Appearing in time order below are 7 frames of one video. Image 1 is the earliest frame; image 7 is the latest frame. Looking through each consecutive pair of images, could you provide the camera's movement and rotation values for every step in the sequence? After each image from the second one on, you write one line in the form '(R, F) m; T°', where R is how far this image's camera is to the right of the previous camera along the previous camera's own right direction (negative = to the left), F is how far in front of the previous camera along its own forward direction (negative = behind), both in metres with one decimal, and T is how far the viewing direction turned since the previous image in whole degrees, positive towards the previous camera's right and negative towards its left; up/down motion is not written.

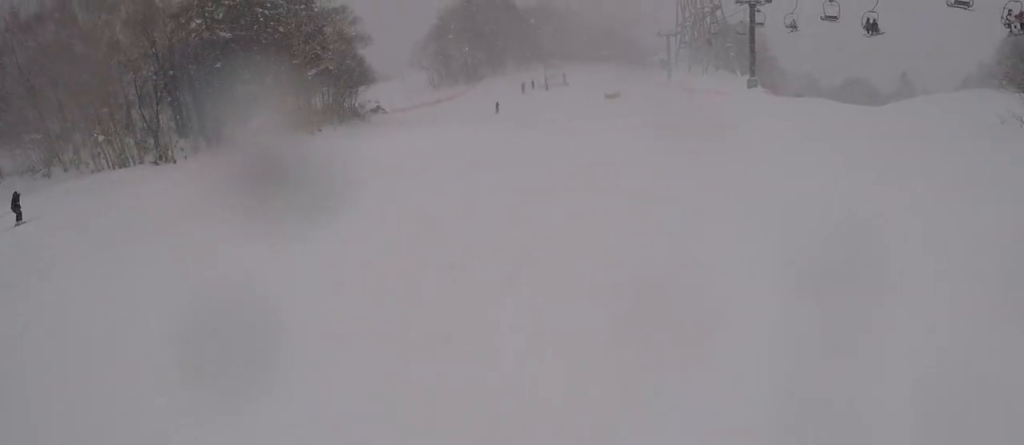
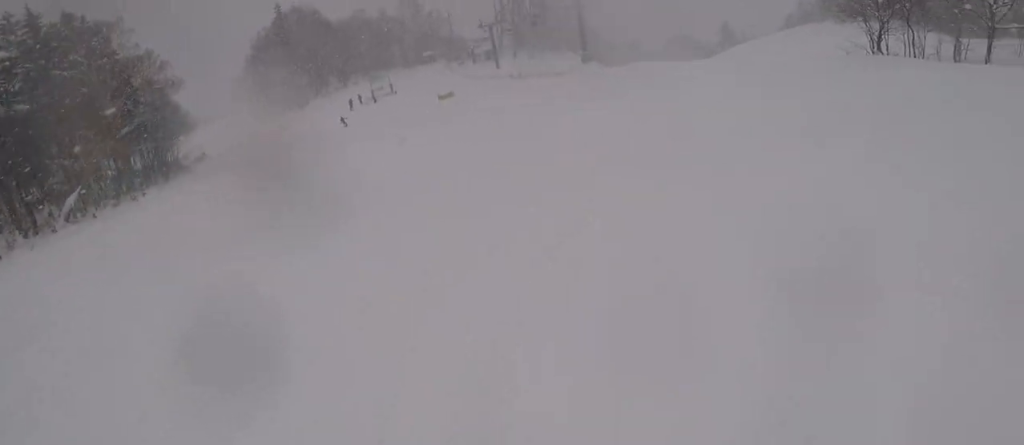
(0.0, +2.5) m; +5°
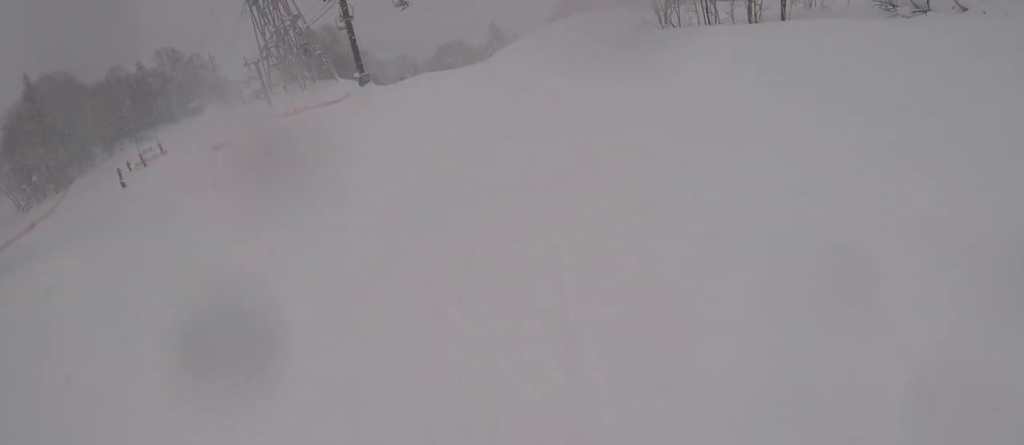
(+0.6, +3.4) m; +5°
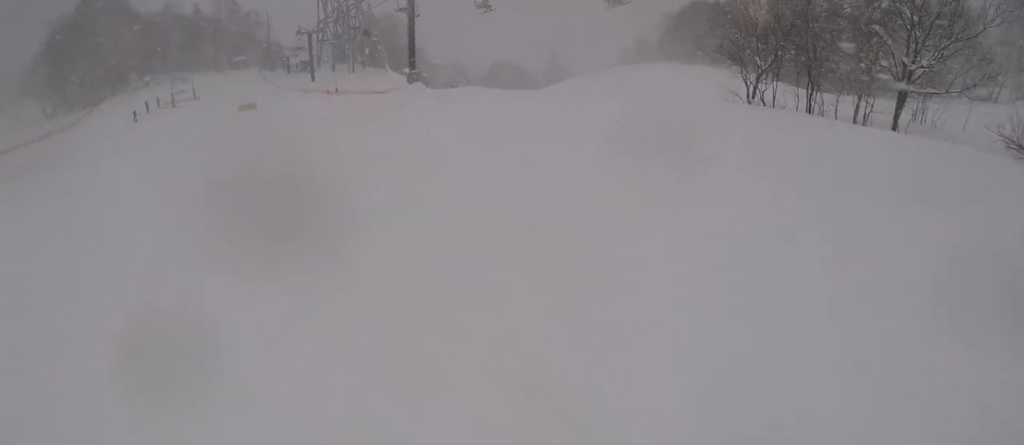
(+0.1, +5.5) m; +3°
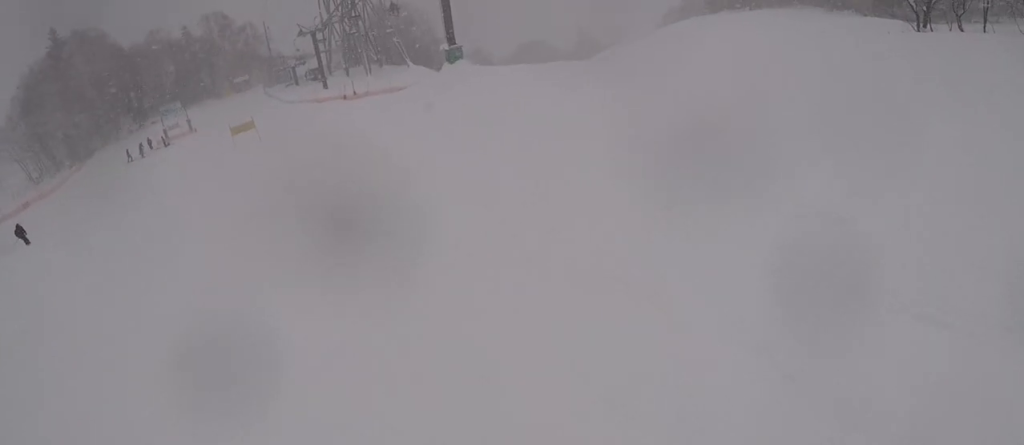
(+1.0, +11.8) m; +14°
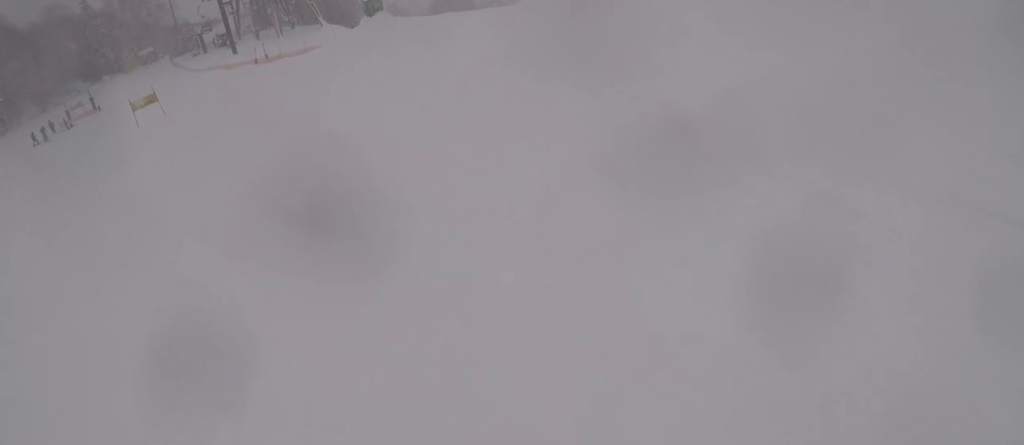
(0.0, +2.5) m; +4°
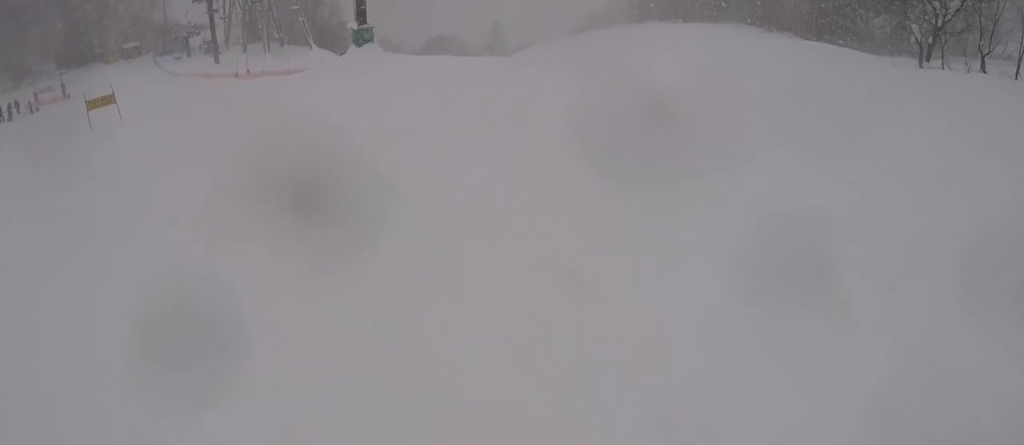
(+0.4, +3.2) m; +5°
